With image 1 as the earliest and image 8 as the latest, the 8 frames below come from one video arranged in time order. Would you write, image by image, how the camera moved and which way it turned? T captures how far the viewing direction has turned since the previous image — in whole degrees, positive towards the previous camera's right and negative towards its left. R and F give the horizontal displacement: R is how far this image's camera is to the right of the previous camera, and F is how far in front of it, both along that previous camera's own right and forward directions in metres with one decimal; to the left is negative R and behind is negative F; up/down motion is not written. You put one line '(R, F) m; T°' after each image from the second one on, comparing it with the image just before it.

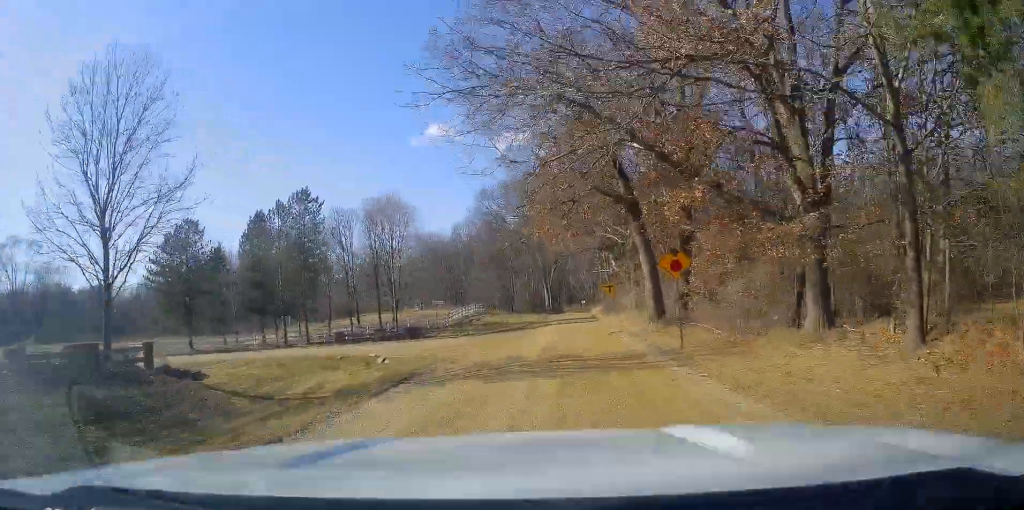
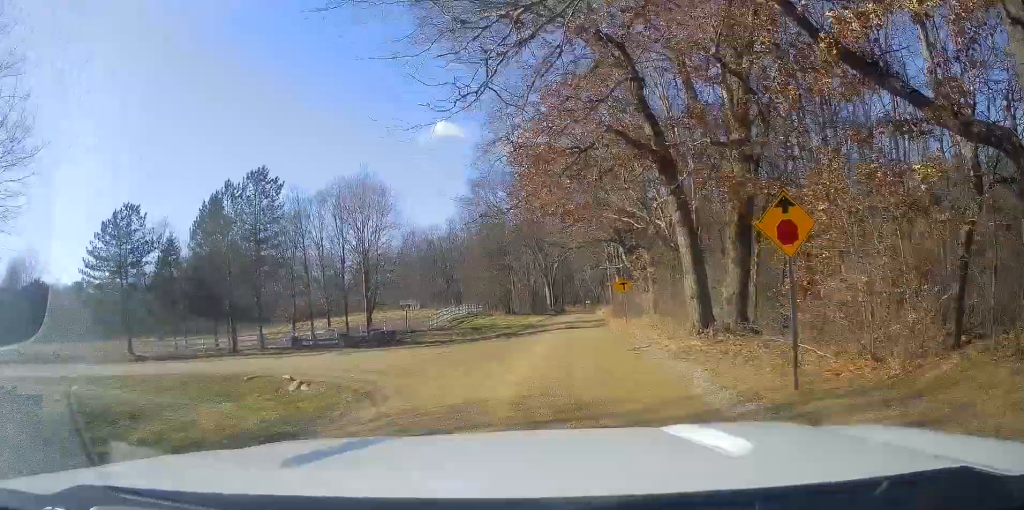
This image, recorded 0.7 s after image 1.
(-0.2, +9.2) m; -1°
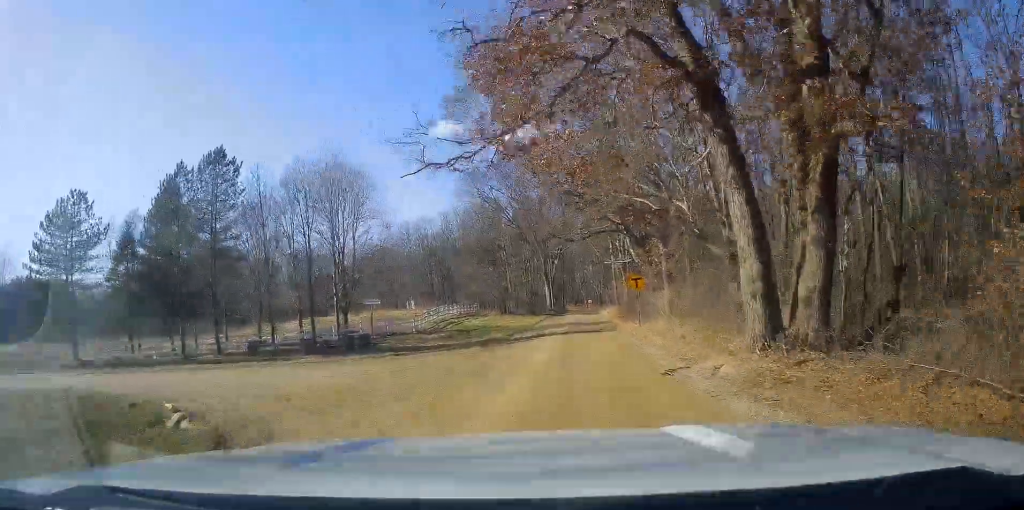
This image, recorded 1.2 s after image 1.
(-0.1, +6.6) m; -1°
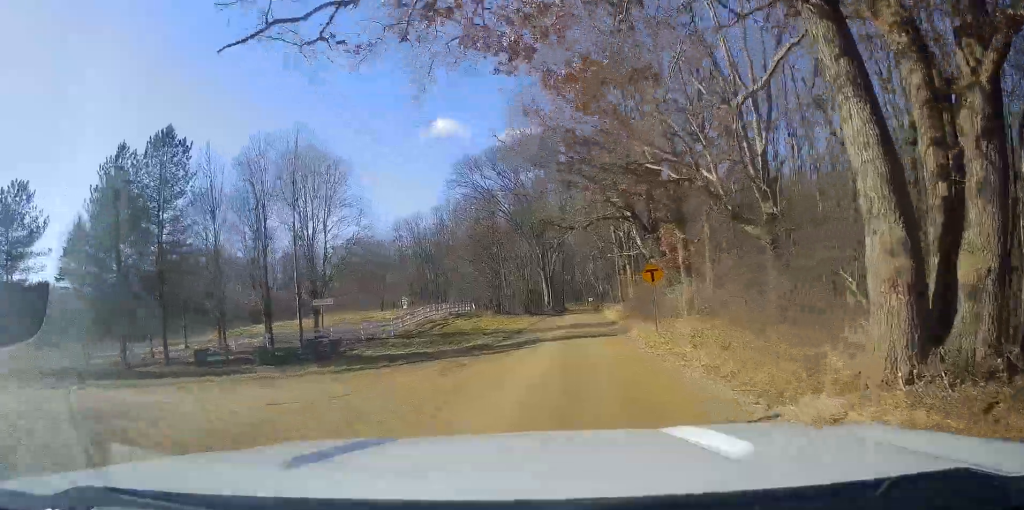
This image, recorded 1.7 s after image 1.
(0.0, +6.1) m; -1°
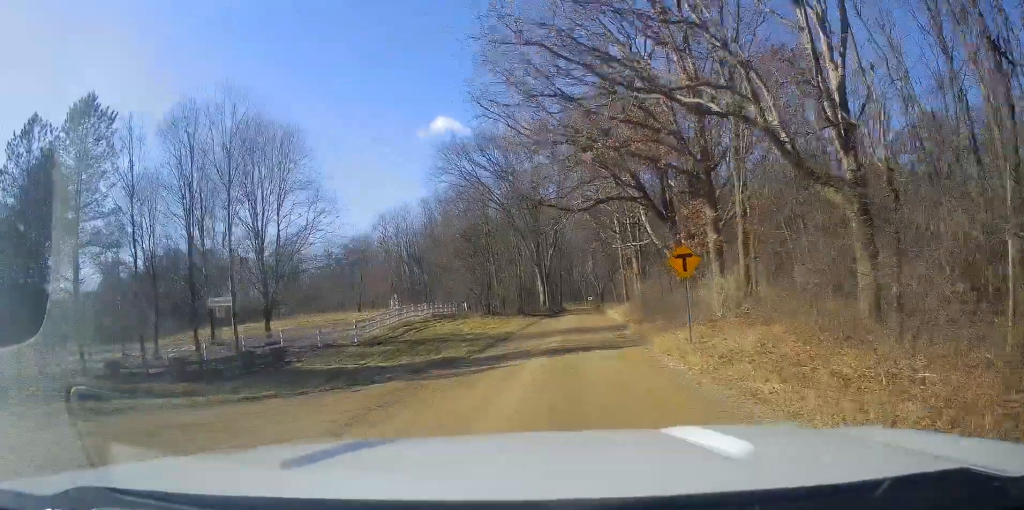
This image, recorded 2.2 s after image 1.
(+0.1, +7.4) m; -1°
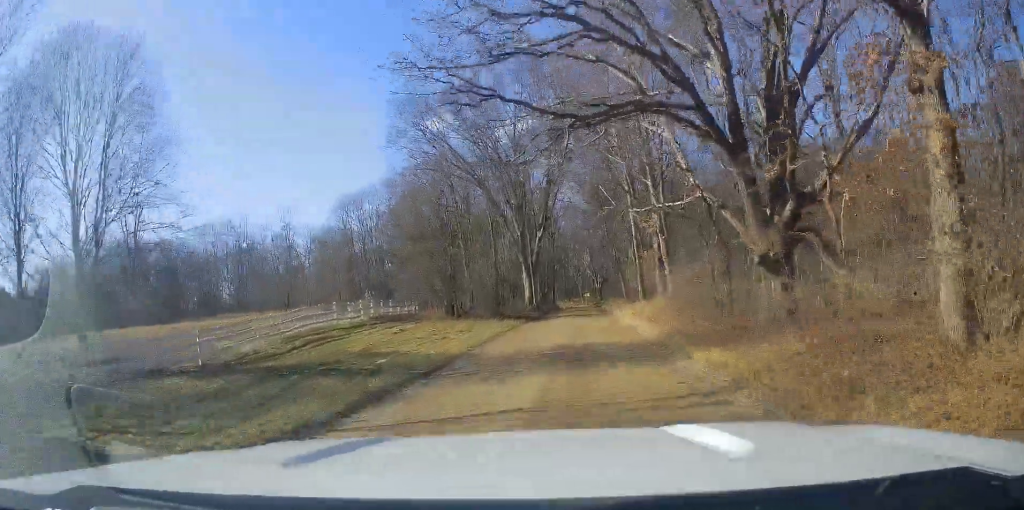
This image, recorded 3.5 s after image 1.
(-0.3, +16.2) m; +1°
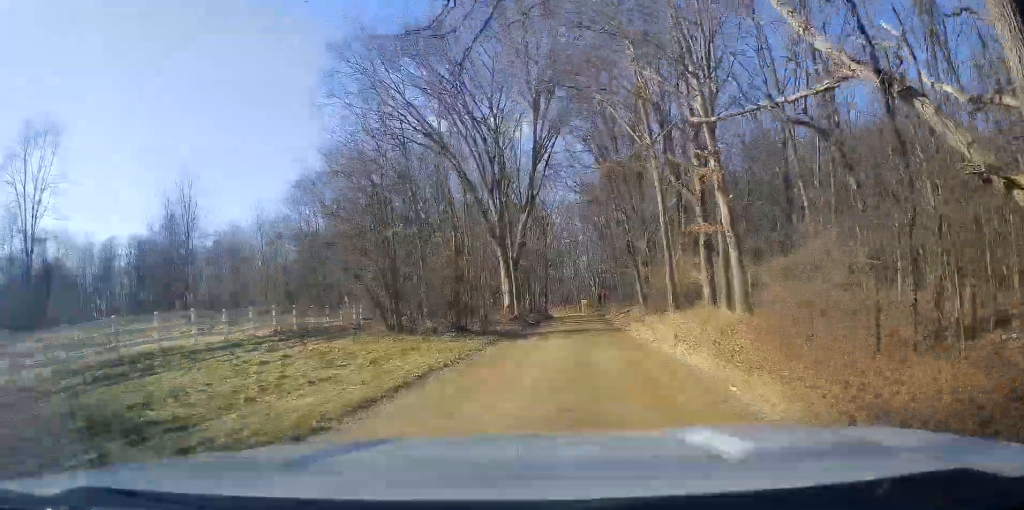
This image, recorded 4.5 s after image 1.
(+0.5, +14.0) m; +3°
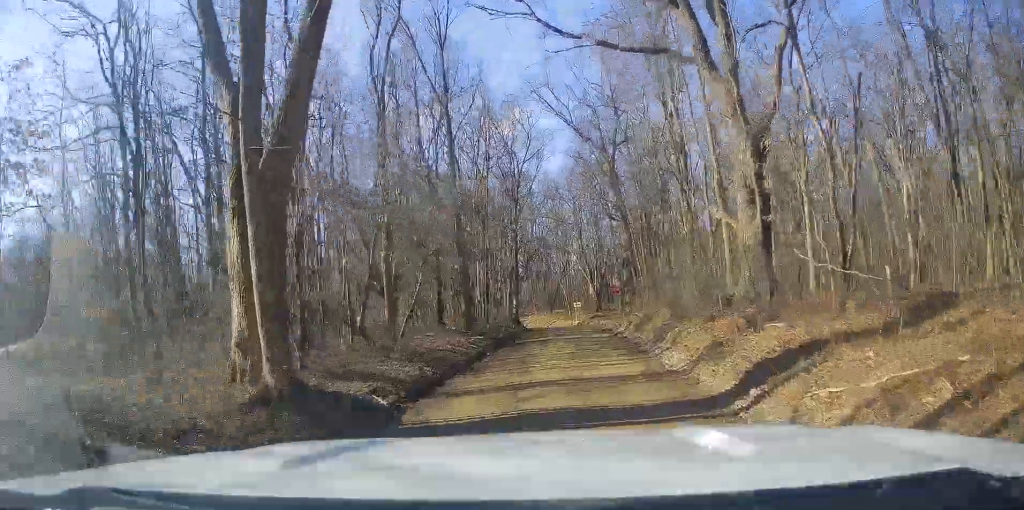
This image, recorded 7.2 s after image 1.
(-0.3, +33.5) m; -2°
